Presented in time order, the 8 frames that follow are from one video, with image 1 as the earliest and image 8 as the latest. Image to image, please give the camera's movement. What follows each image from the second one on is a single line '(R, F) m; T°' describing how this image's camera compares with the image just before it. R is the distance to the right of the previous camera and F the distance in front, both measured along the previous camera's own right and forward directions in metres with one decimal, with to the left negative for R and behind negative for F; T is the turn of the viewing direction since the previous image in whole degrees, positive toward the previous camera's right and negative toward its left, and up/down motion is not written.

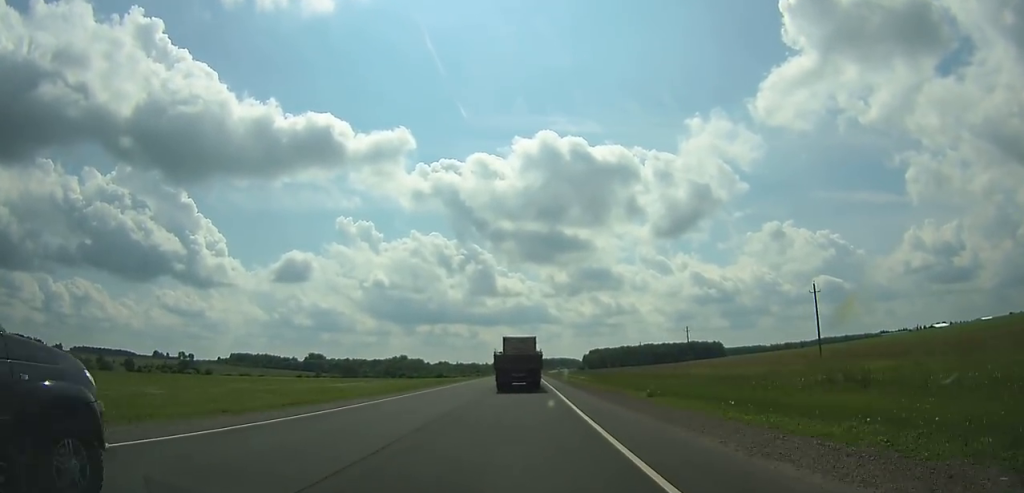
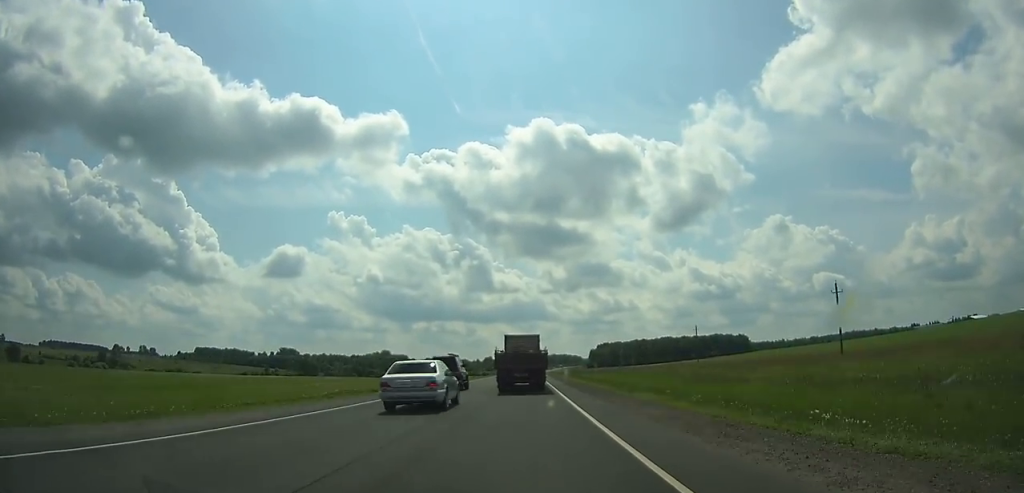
(+0.3, +118.3) m; 0°
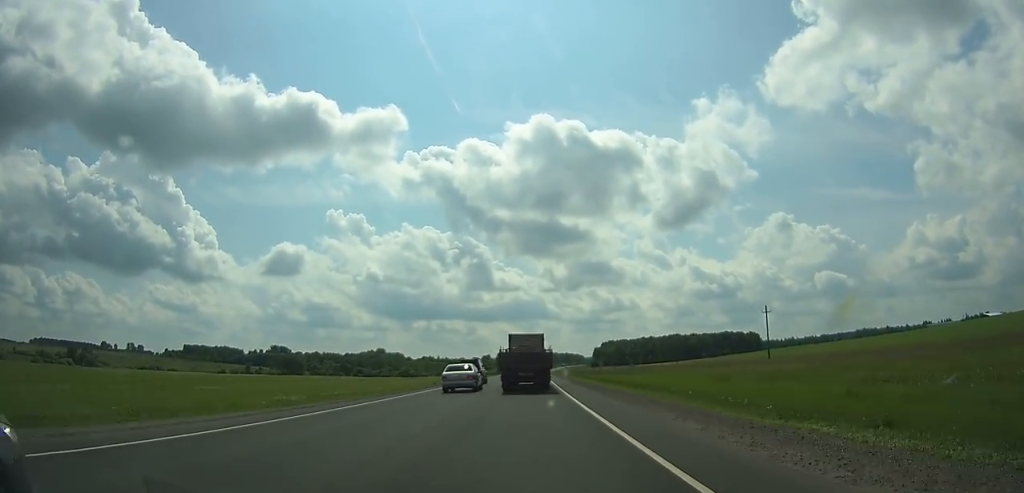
(-0.1, +37.3) m; 0°
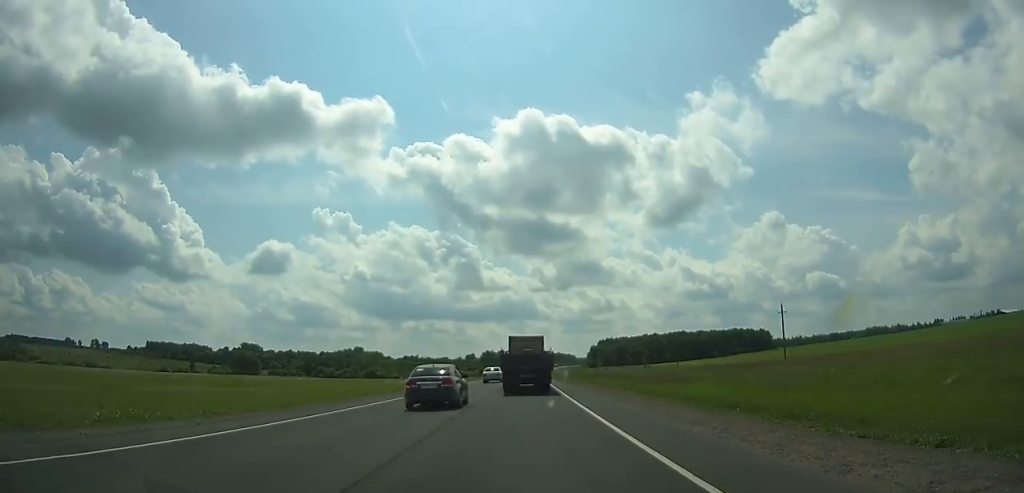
(+0.1, +63.8) m; +1°
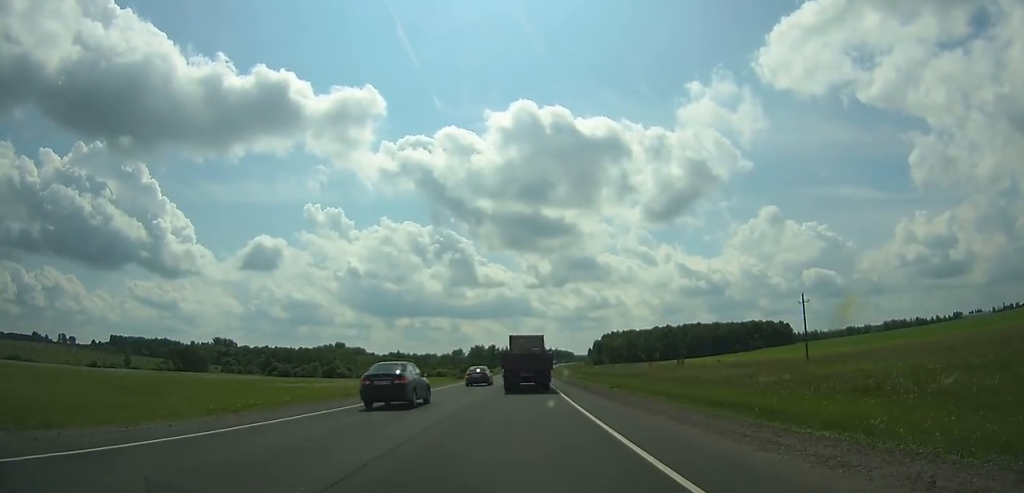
(+0.7, +64.8) m; +1°
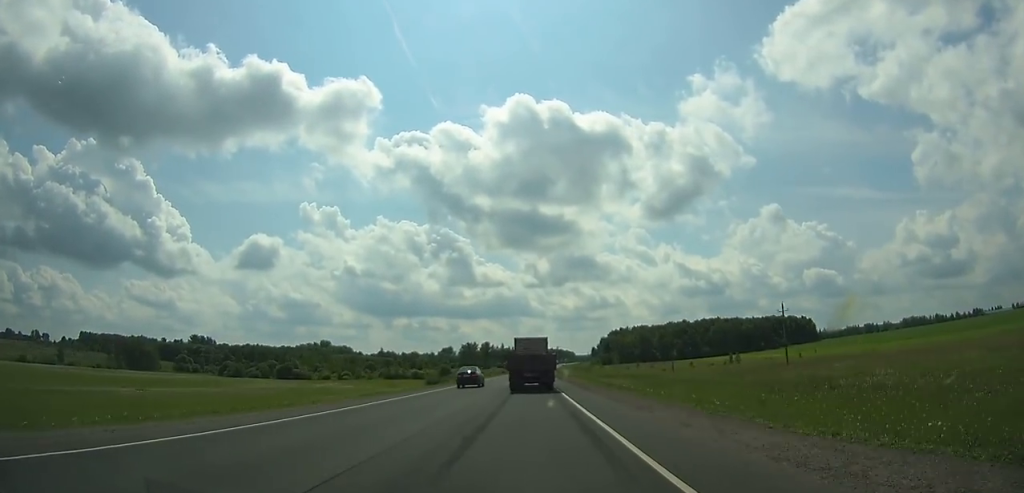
(+0.2, +54.1) m; 0°
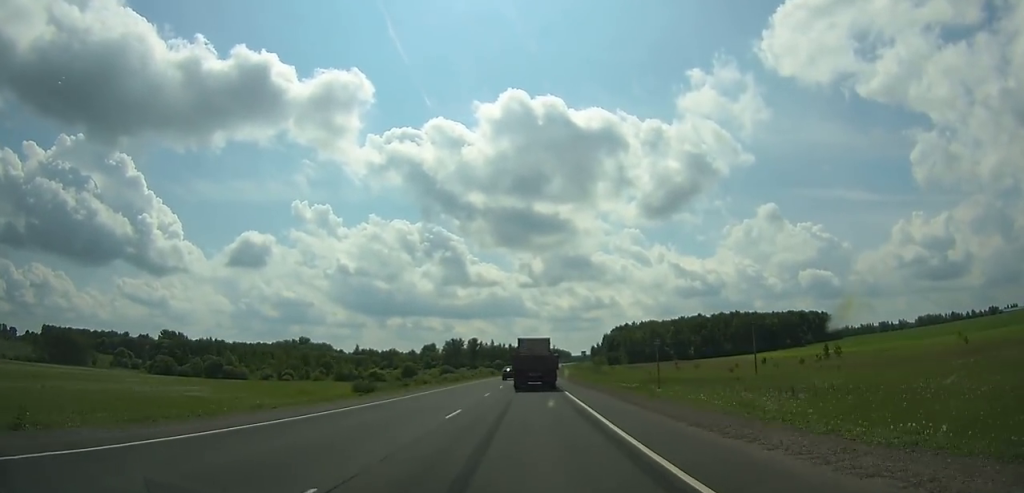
(+0.3, +51.6) m; 0°
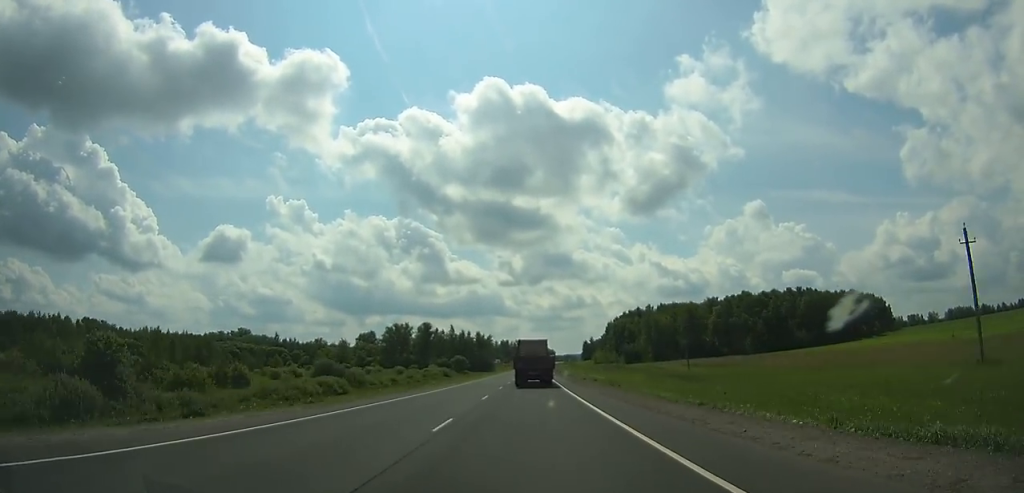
(+1.2, +109.3) m; +1°
